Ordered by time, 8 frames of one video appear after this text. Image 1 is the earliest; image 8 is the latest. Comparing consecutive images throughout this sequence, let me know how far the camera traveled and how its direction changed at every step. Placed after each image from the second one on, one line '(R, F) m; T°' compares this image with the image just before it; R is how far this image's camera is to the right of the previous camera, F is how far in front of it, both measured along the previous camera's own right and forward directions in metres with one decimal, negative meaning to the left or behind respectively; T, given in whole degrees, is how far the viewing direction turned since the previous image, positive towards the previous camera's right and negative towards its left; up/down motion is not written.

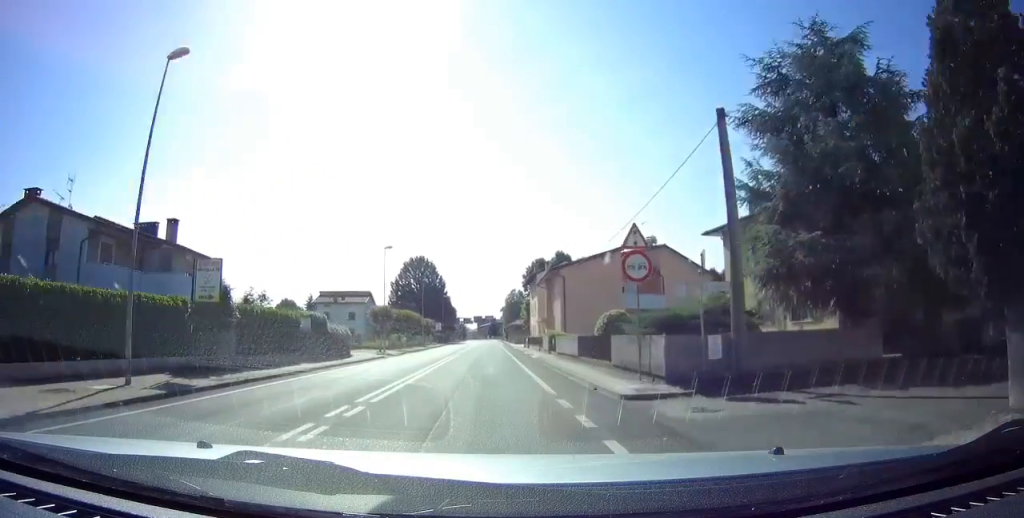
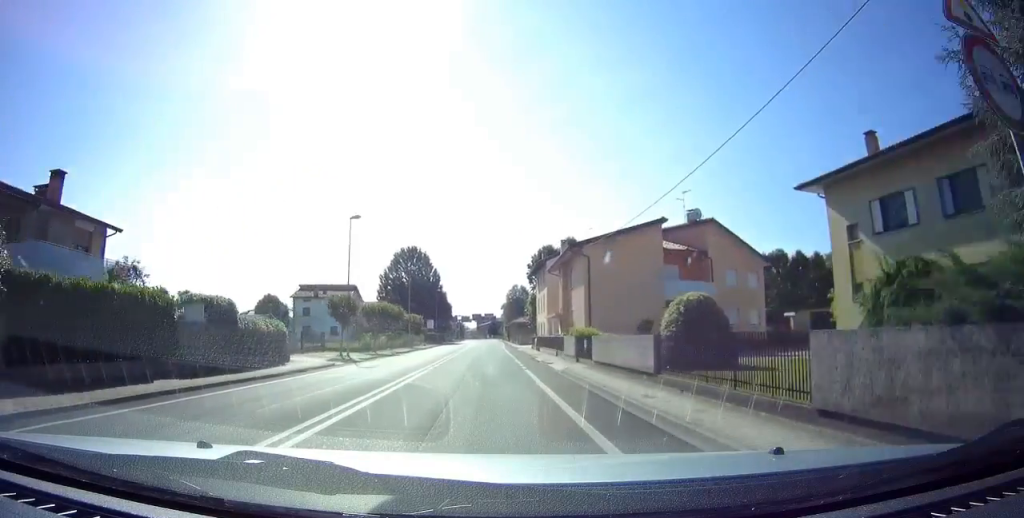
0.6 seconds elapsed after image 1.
(0.0, +11.3) m; 0°
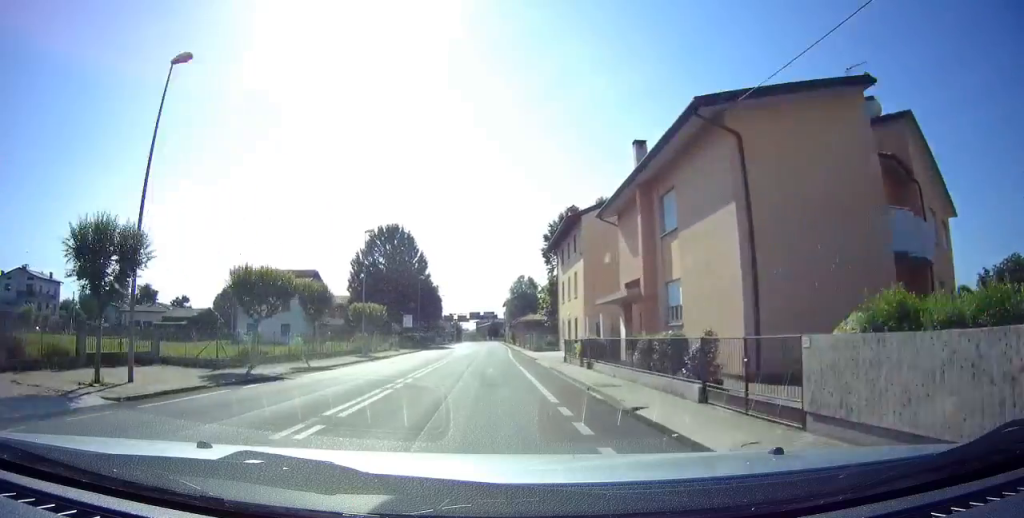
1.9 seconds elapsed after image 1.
(0.0, +22.4) m; 0°
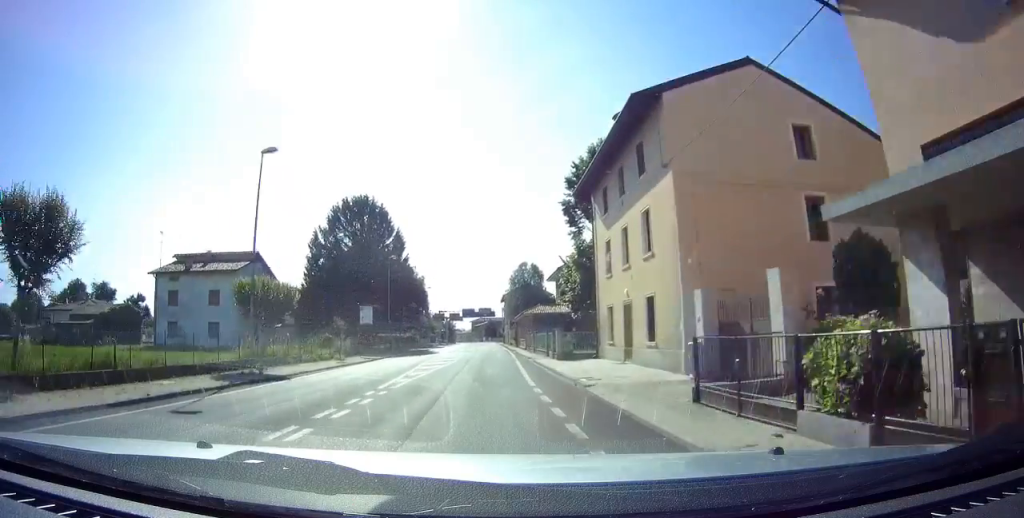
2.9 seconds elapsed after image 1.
(0.0, +16.9) m; 0°
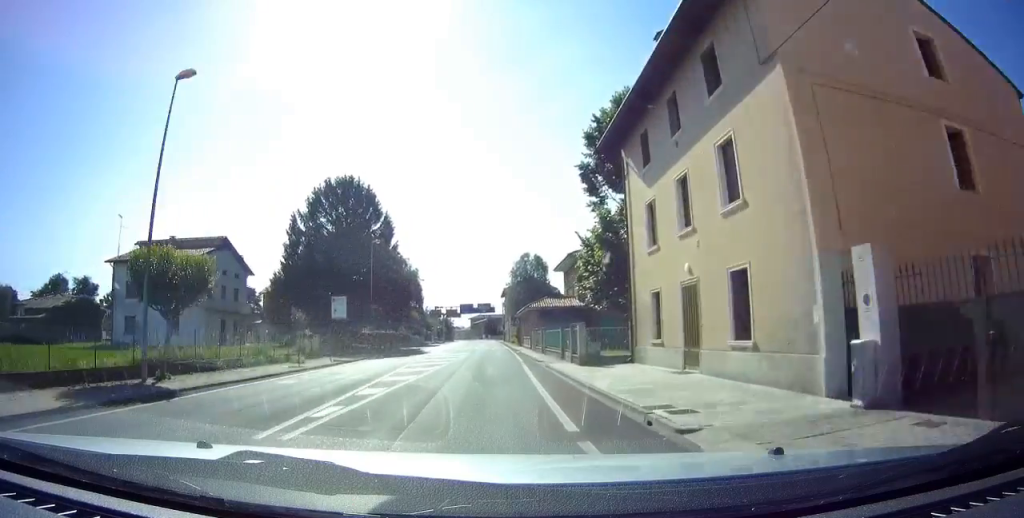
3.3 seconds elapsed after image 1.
(+0.1, +7.0) m; 0°
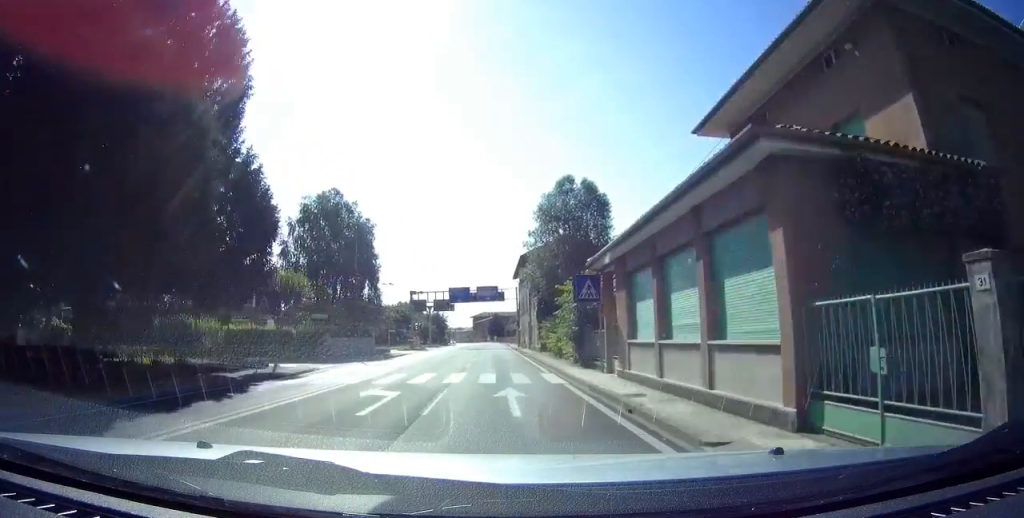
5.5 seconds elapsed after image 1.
(-0.1, +38.0) m; +1°
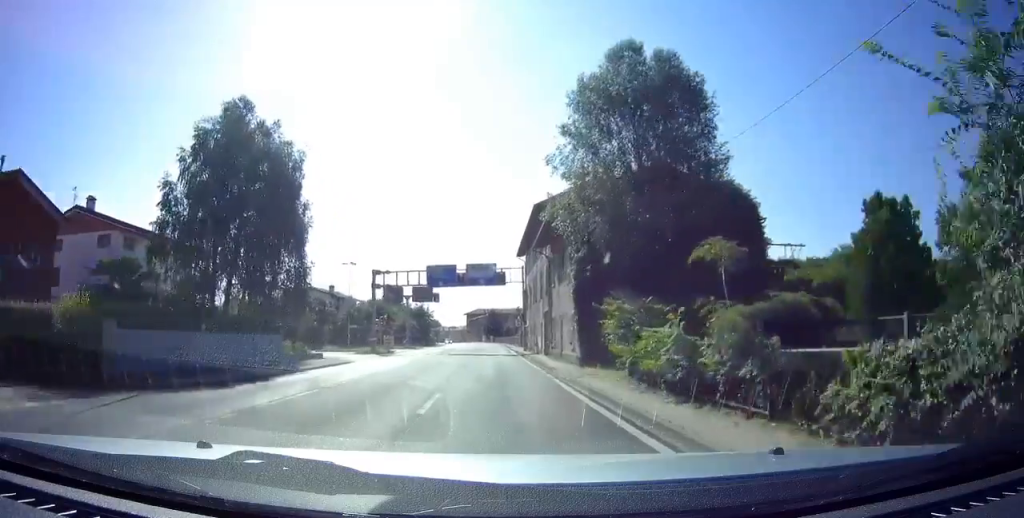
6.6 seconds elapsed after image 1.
(-0.1, +19.4) m; 0°
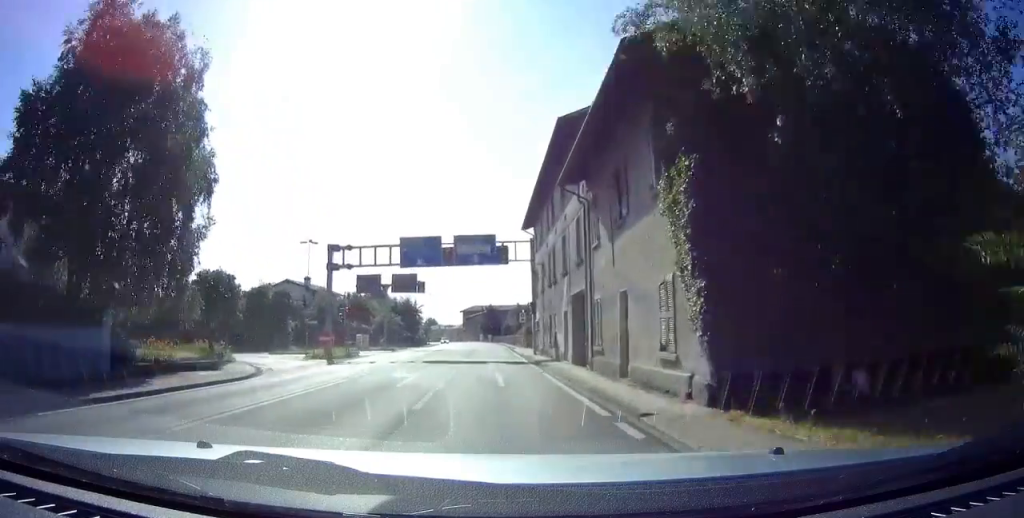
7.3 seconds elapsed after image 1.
(0.0, +12.5) m; -1°
